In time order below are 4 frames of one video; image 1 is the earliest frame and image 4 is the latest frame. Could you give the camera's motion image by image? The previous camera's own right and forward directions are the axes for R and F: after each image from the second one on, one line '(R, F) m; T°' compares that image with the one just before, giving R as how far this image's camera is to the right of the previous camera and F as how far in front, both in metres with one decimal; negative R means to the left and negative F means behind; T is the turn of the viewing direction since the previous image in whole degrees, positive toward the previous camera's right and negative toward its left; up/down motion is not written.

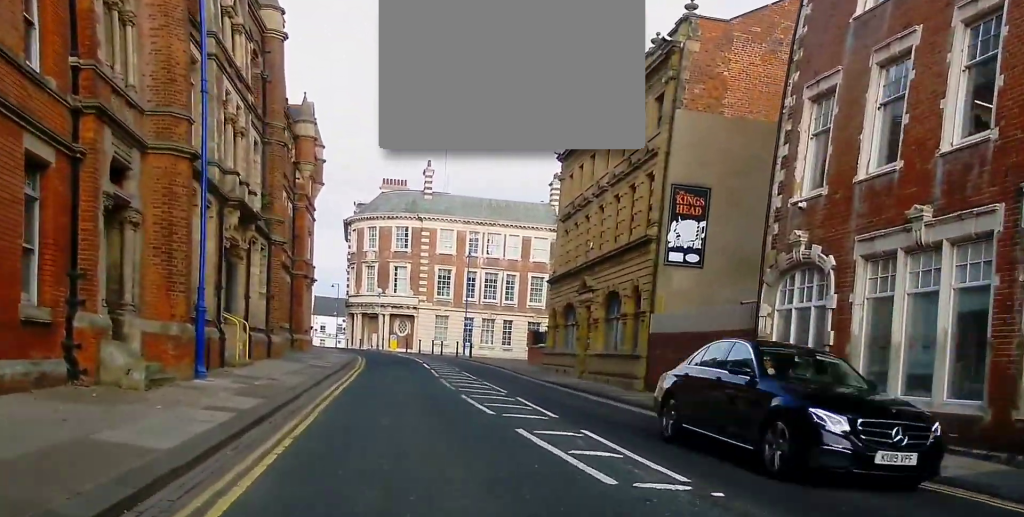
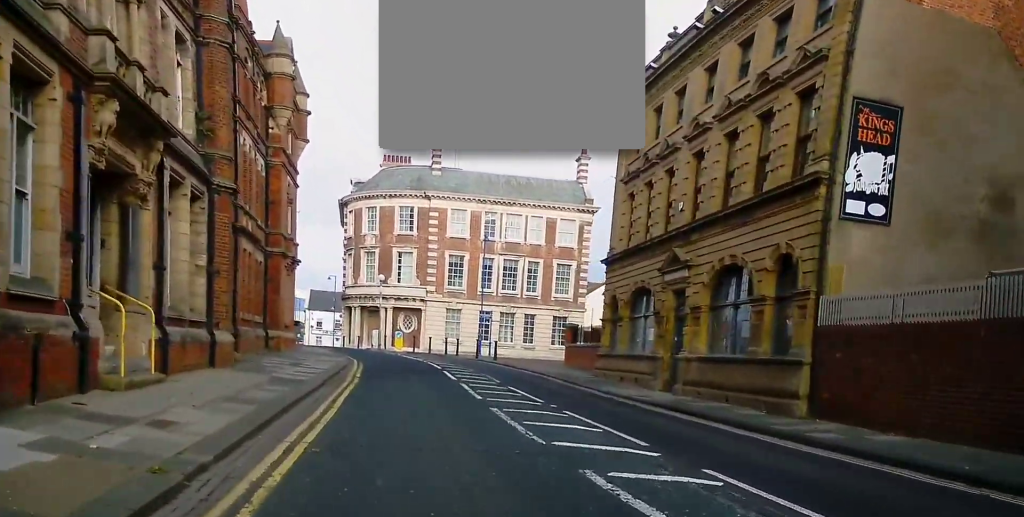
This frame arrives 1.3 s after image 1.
(0.0, +9.4) m; +3°
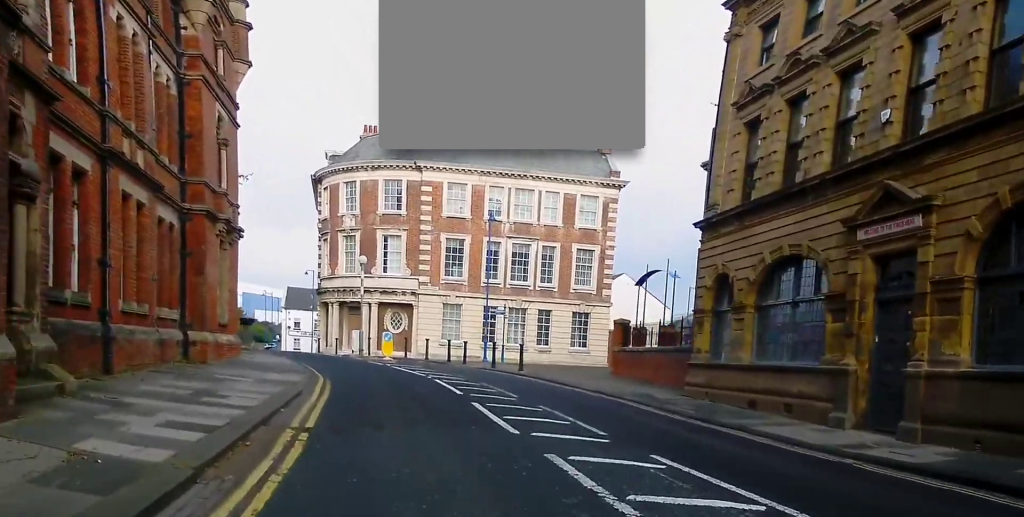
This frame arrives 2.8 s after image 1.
(+0.3, +11.1) m; 0°
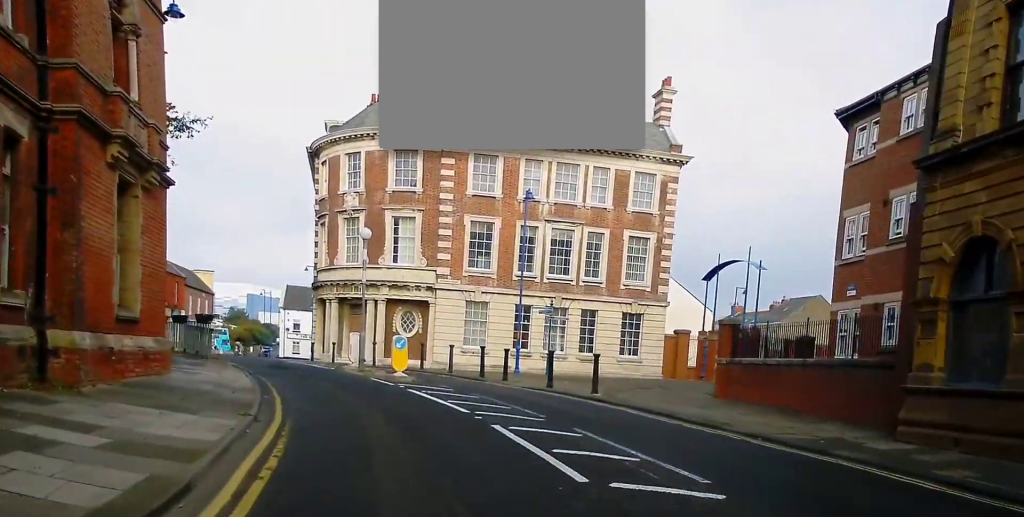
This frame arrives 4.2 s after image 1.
(-0.1, +9.2) m; +1°
